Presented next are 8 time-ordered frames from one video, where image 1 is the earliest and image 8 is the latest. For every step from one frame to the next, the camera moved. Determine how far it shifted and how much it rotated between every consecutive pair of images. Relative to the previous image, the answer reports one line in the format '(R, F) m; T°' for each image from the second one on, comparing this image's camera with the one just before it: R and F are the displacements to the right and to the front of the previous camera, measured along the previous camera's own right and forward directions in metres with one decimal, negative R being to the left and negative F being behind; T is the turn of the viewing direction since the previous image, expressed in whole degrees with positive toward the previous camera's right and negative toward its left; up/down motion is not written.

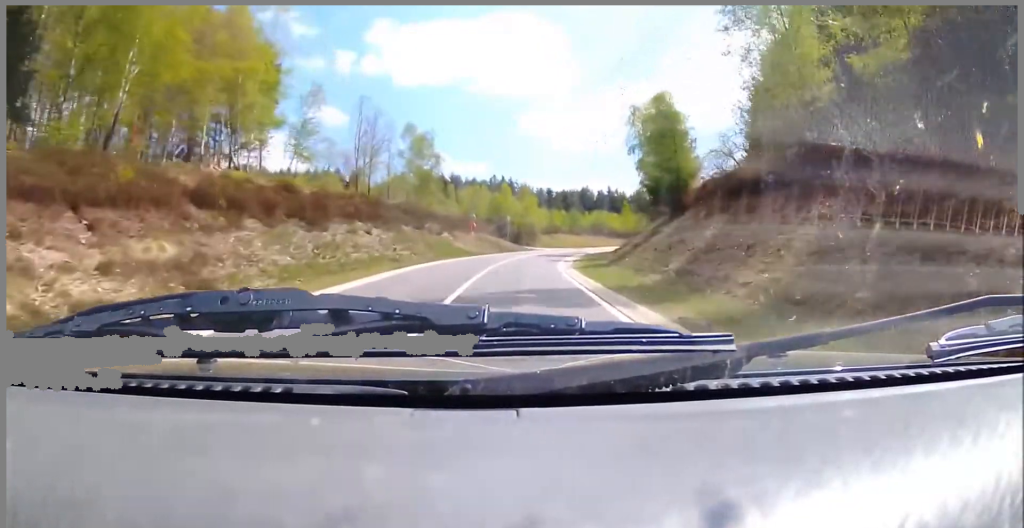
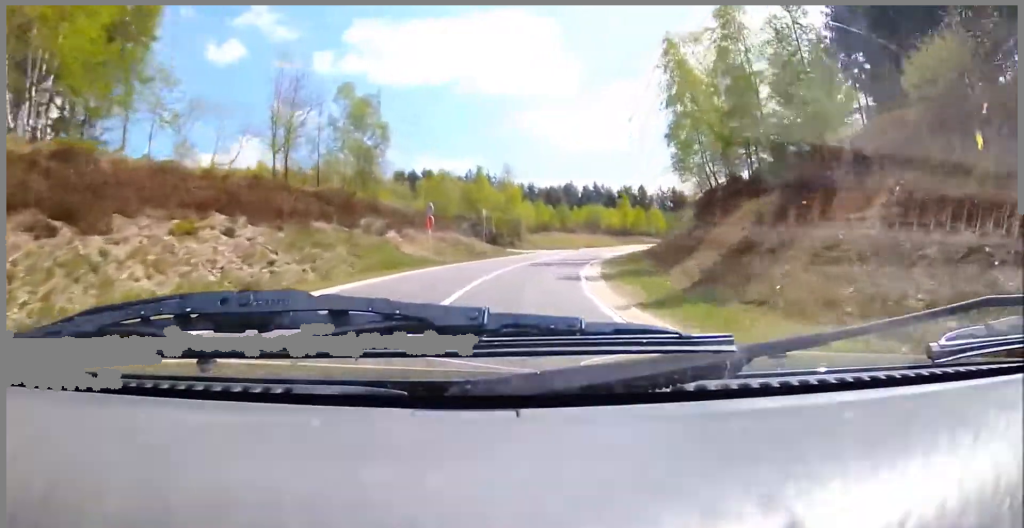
(-0.3, +15.3) m; +6°
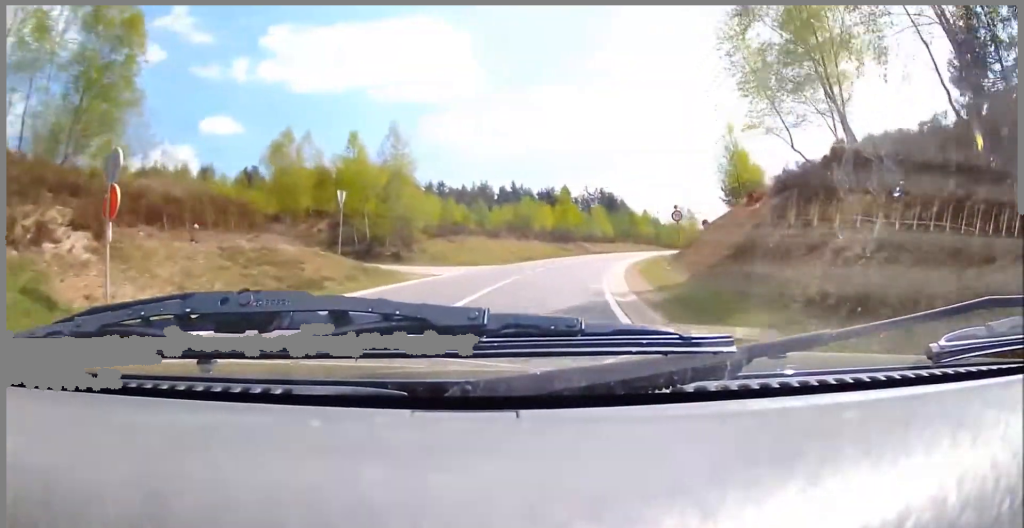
(+2.8, +21.1) m; +9°
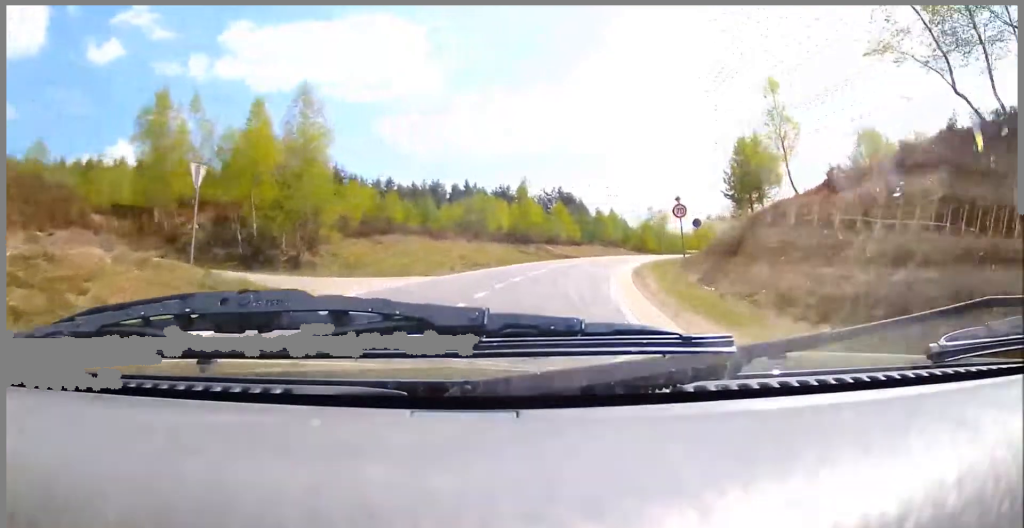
(+0.1, +8.6) m; +1°
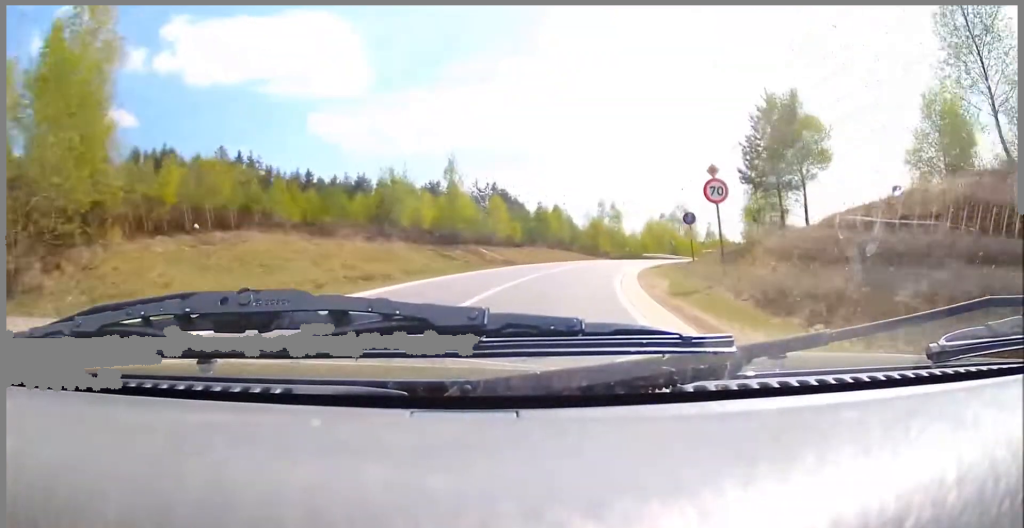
(+0.5, +10.8) m; 0°
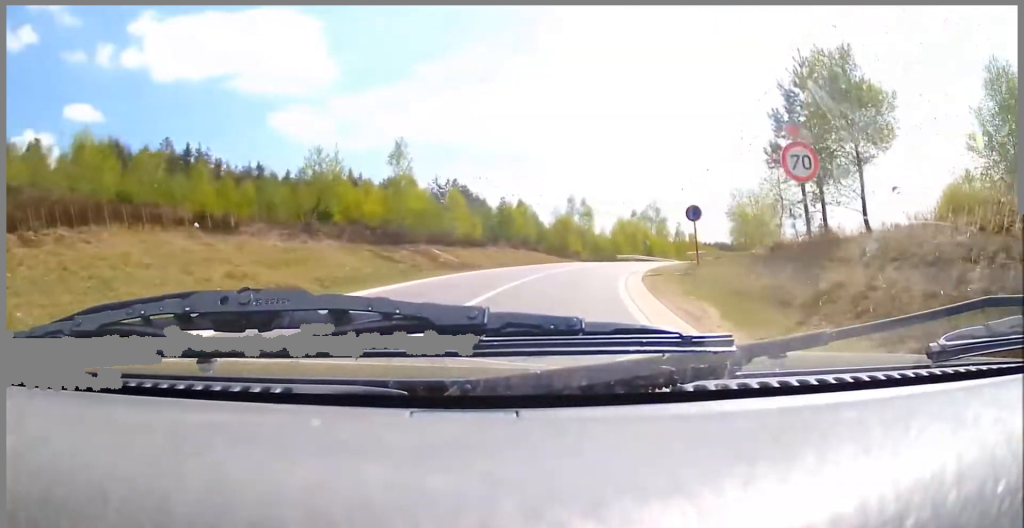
(-0.3, +5.6) m; +3°
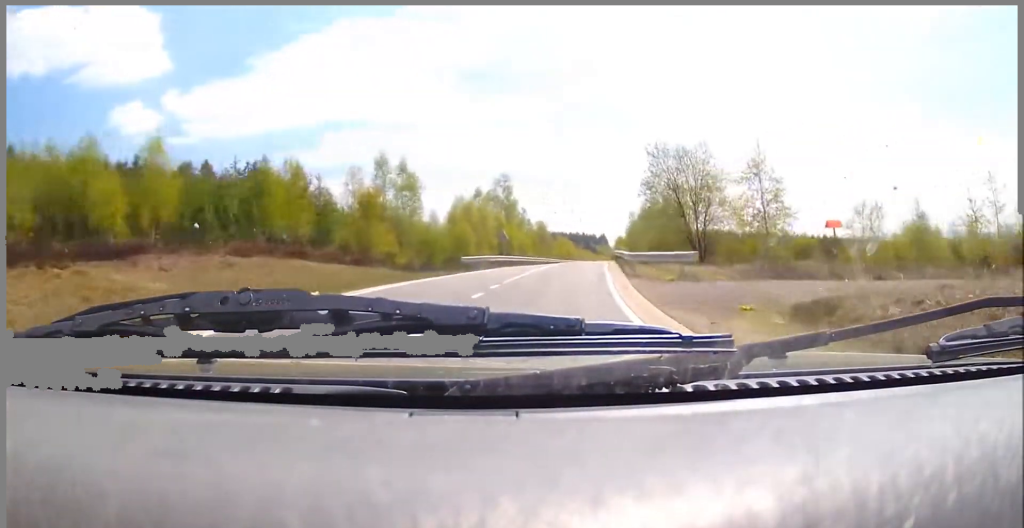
(+3.8, +22.5) m; +25°
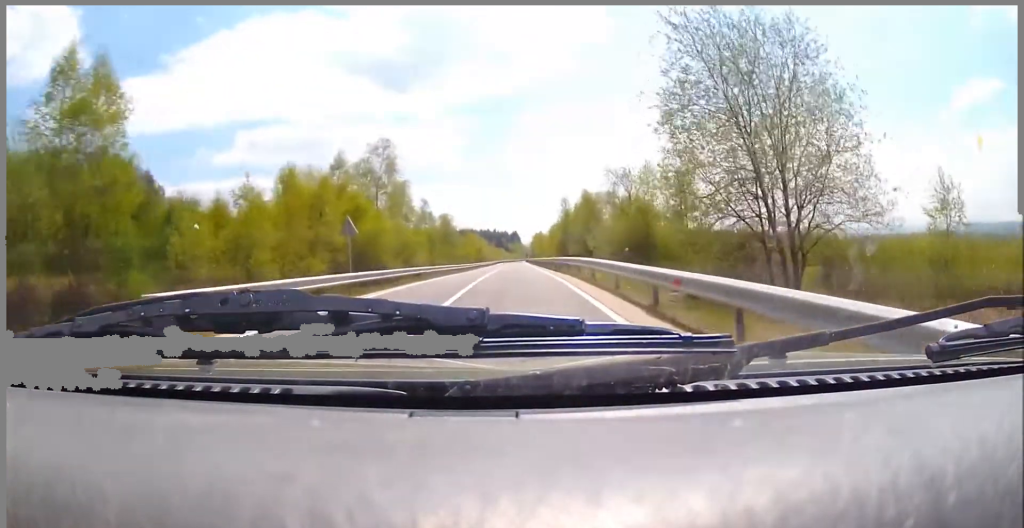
(+2.8, +21.9) m; +9°
